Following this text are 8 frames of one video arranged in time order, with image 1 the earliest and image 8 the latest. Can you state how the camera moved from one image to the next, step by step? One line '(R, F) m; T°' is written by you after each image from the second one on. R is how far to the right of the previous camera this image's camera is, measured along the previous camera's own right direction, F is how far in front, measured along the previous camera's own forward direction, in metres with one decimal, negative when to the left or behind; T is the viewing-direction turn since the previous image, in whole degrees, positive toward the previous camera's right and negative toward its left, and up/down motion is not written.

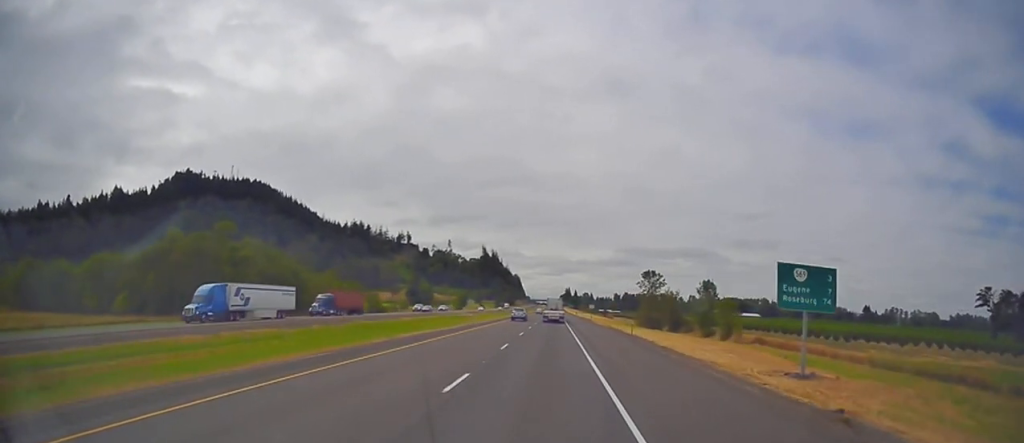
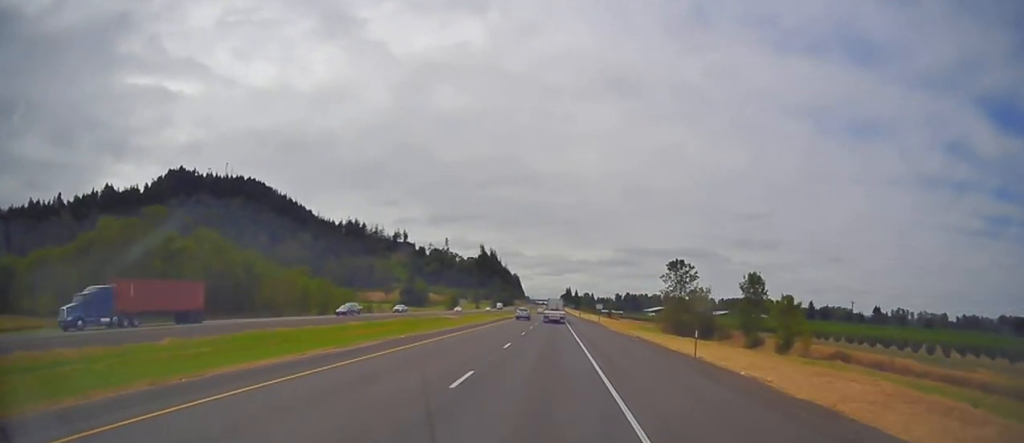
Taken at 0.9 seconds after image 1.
(+0.1, +24.5) m; -1°
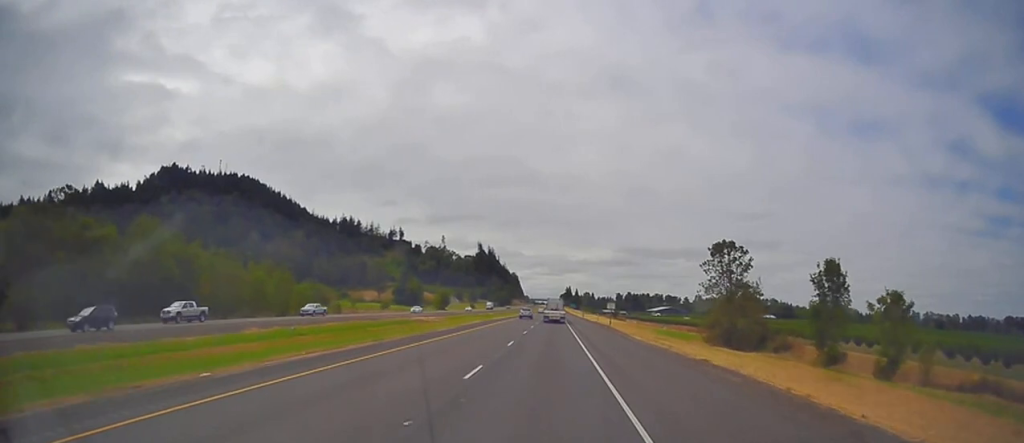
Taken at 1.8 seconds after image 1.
(-0.4, +22.9) m; -1°
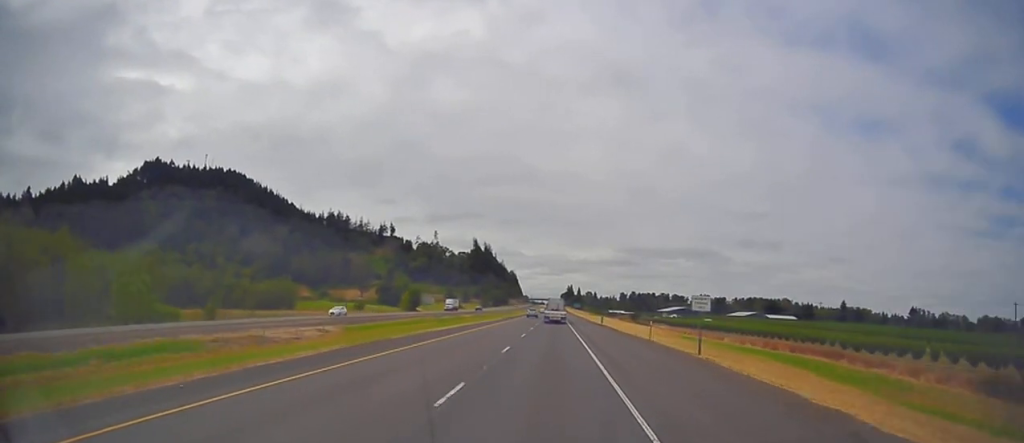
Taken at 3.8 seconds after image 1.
(+0.1, +53.4) m; 0°
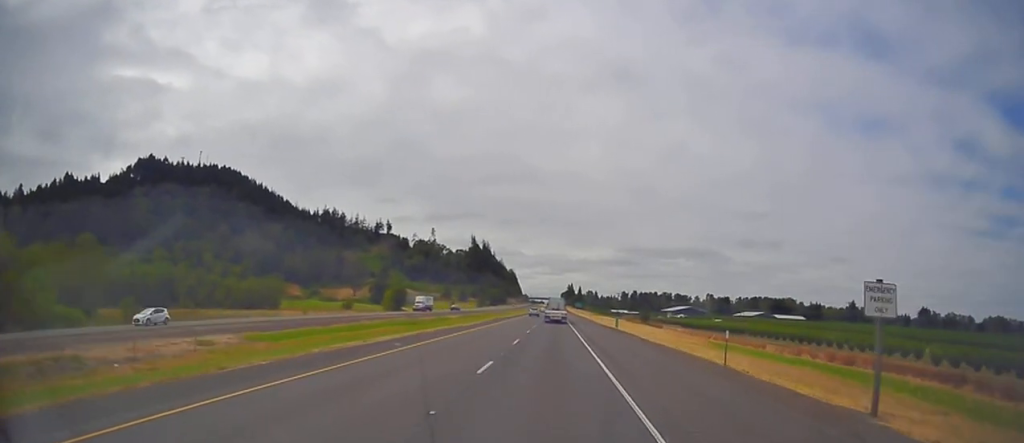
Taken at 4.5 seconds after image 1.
(0.0, +18.7) m; 0°
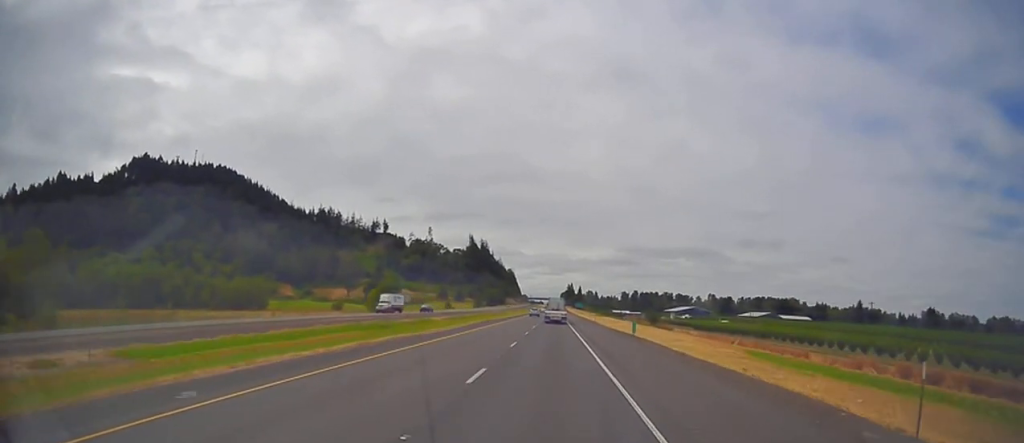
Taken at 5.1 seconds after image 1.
(0.0, +15.1) m; 0°
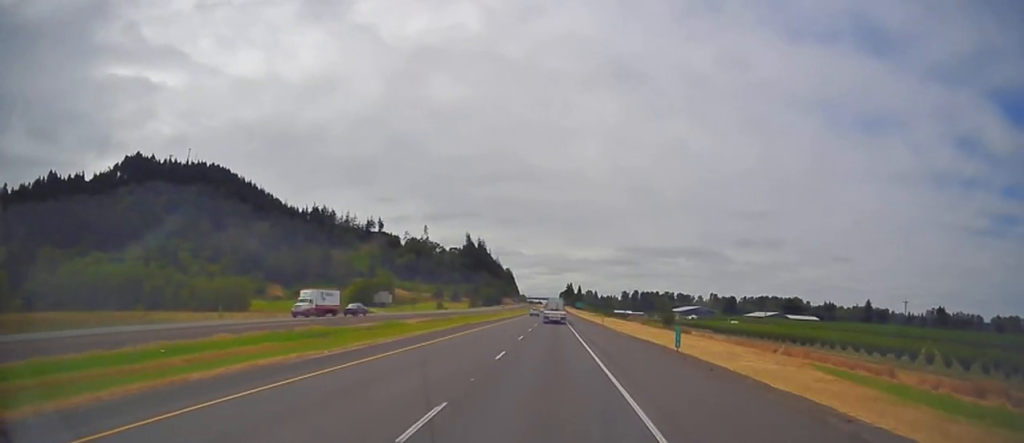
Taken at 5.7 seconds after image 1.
(0.0, +16.9) m; 0°
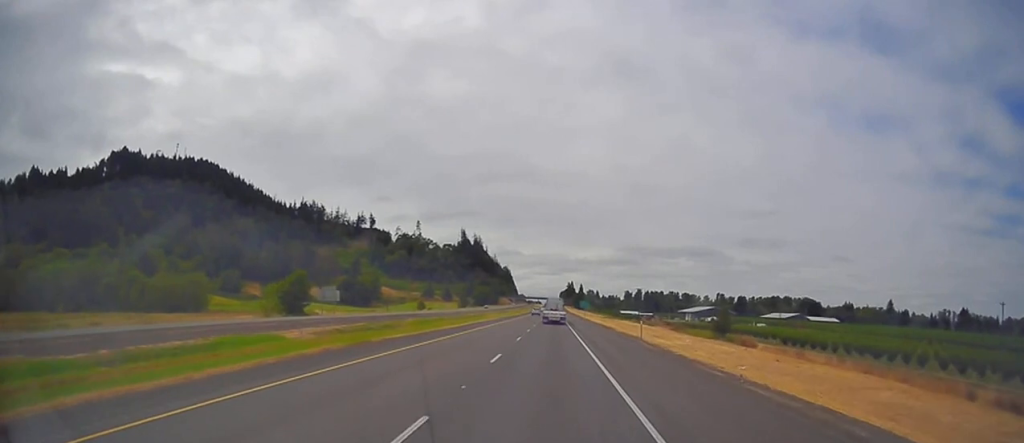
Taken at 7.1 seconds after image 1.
(0.0, +38.3) m; 0°
